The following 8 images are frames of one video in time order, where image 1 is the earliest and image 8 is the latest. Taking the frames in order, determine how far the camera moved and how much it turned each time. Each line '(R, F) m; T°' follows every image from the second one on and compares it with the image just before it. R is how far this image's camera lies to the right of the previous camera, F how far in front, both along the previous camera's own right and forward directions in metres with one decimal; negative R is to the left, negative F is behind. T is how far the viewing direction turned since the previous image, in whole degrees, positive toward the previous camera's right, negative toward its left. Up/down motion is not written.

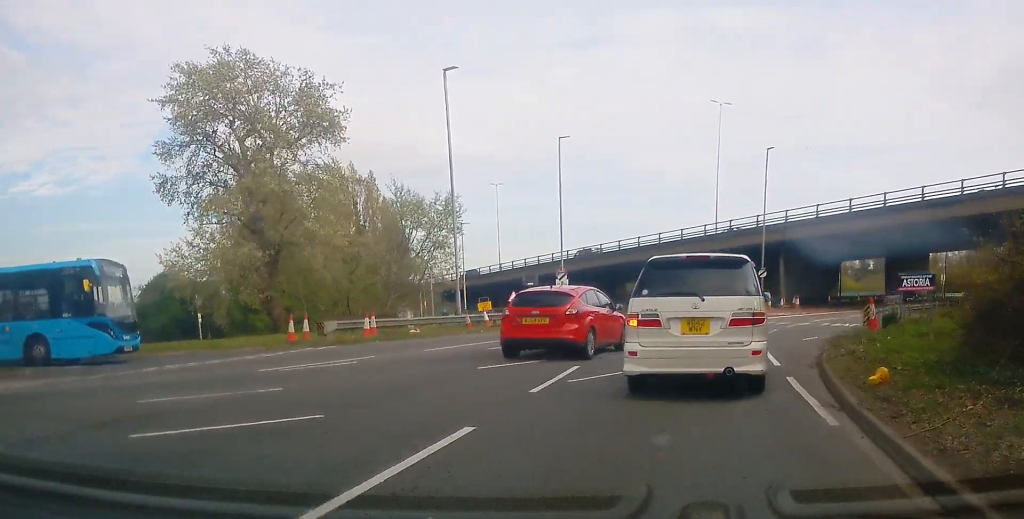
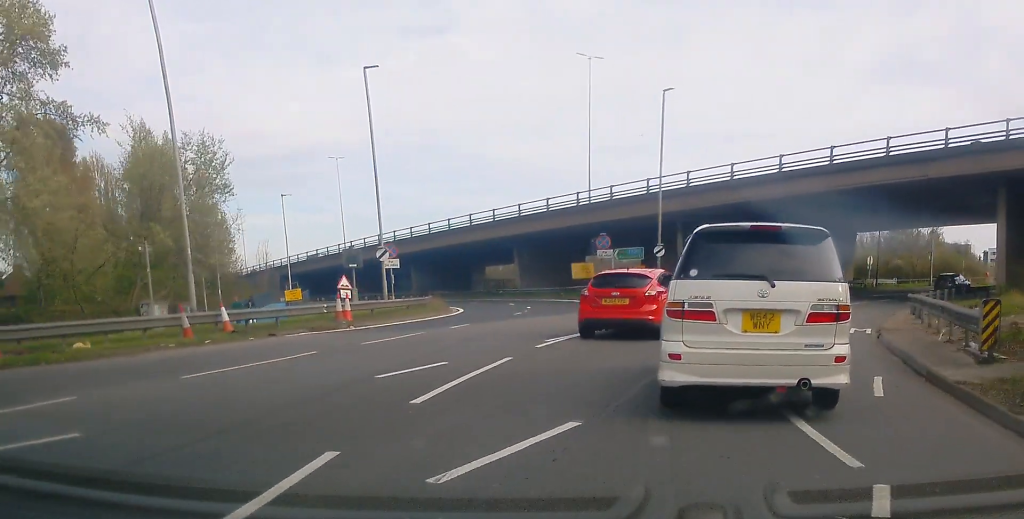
(+1.6, +14.6) m; +11°
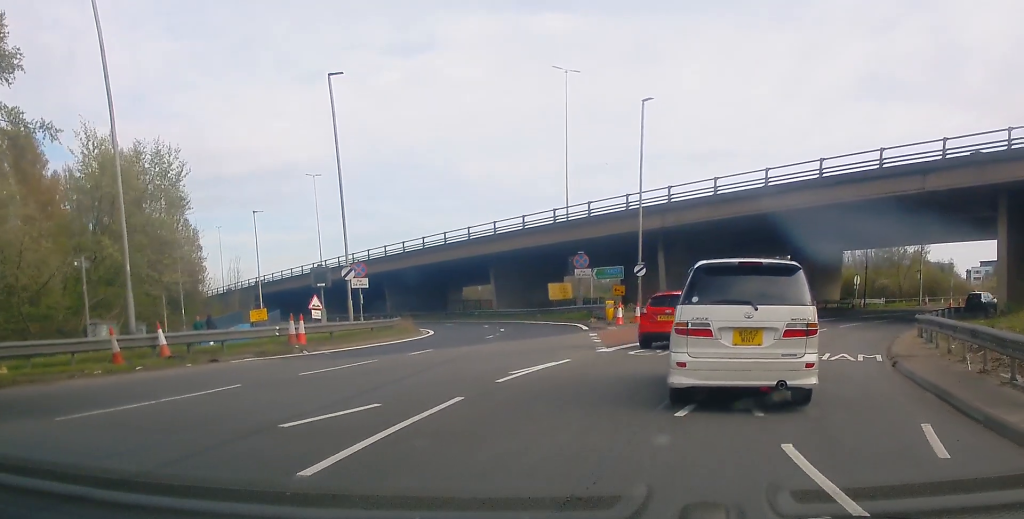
(+0.4, +4.0) m; +2°
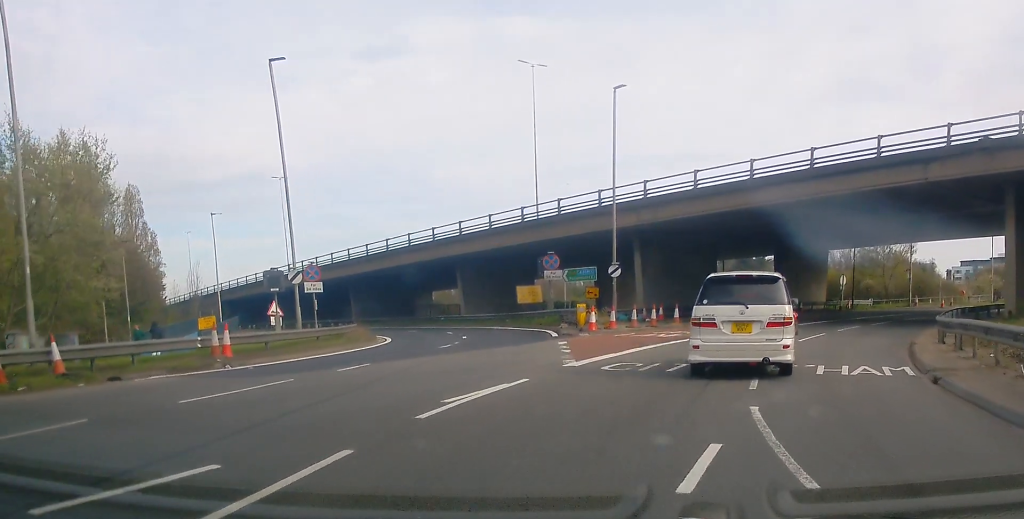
(0.0, +5.1) m; +1°
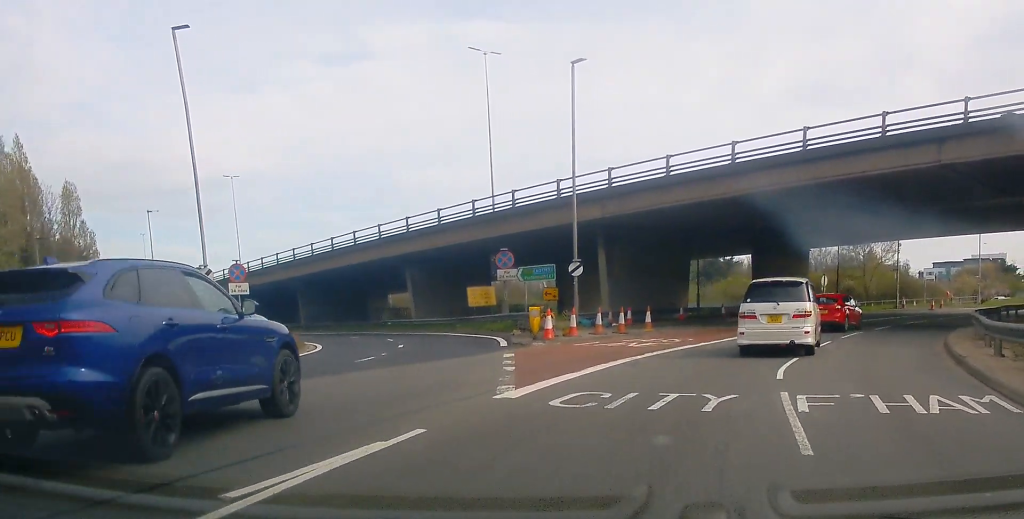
(+0.1, +6.1) m; +3°
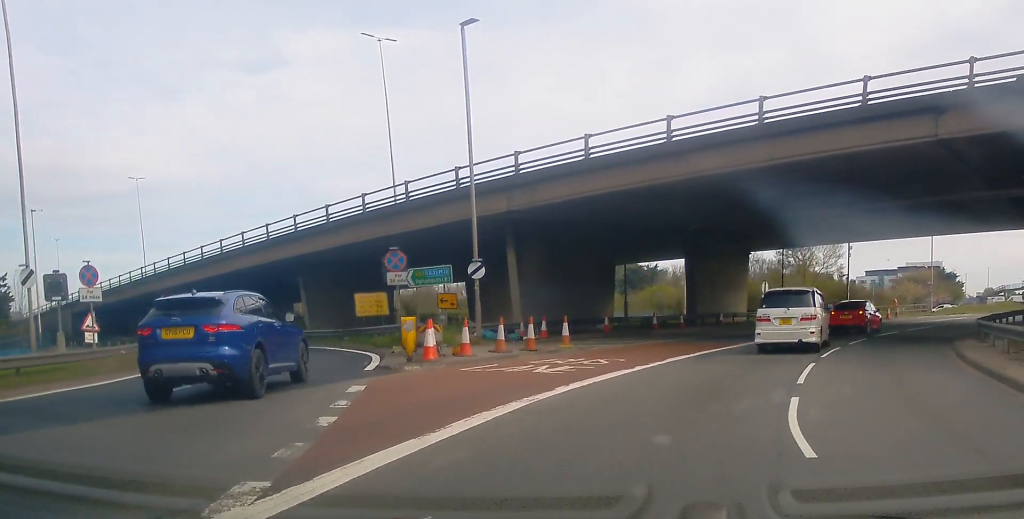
(+0.3, +6.5) m; +5°
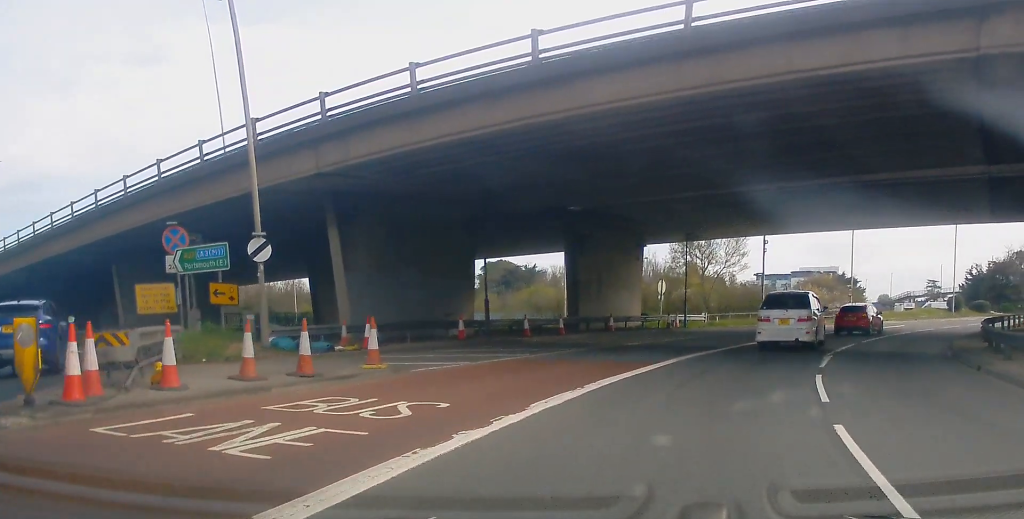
(+0.5, +9.0) m; +8°
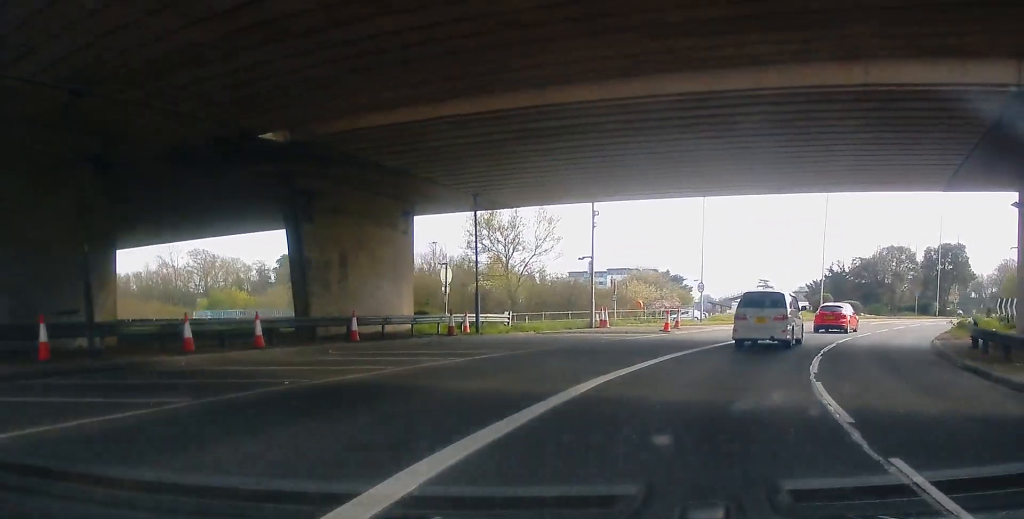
(+1.7, +14.9) m; +12°
